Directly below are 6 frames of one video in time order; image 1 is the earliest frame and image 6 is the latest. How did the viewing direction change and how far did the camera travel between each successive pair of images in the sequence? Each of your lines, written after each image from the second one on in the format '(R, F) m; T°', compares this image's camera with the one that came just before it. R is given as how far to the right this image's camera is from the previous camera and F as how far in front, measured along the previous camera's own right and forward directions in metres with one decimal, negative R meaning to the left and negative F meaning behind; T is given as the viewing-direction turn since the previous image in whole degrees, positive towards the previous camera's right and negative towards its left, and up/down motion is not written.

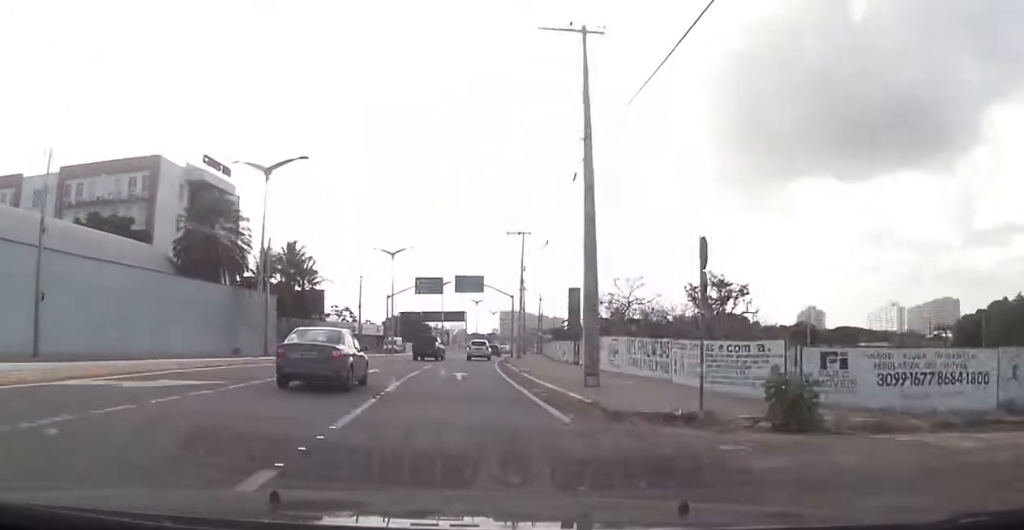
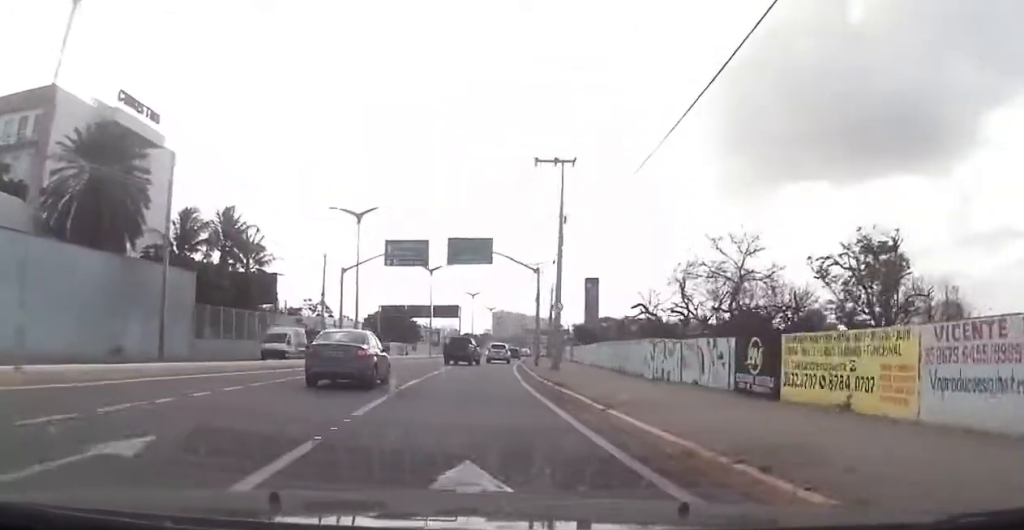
(-0.3, +22.0) m; -1°
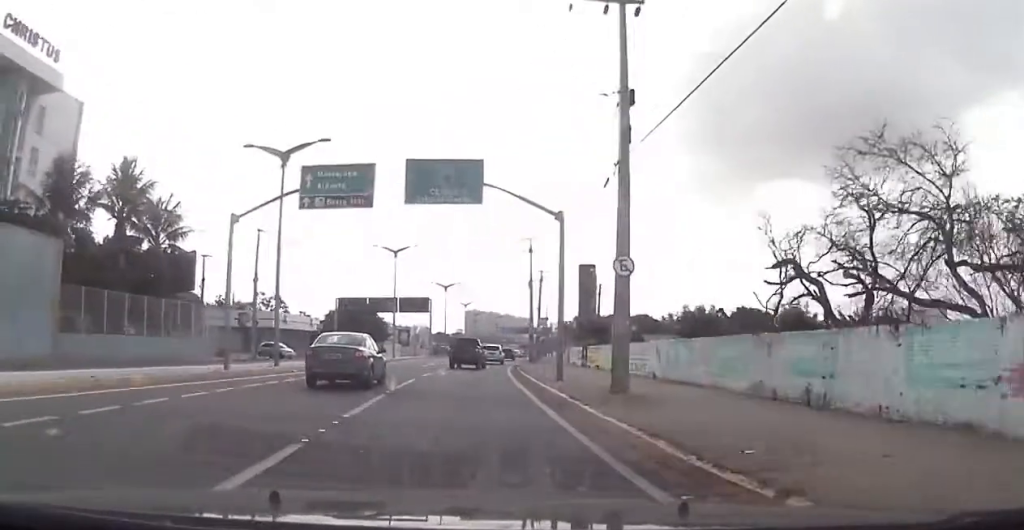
(+0.5, +15.9) m; +3°
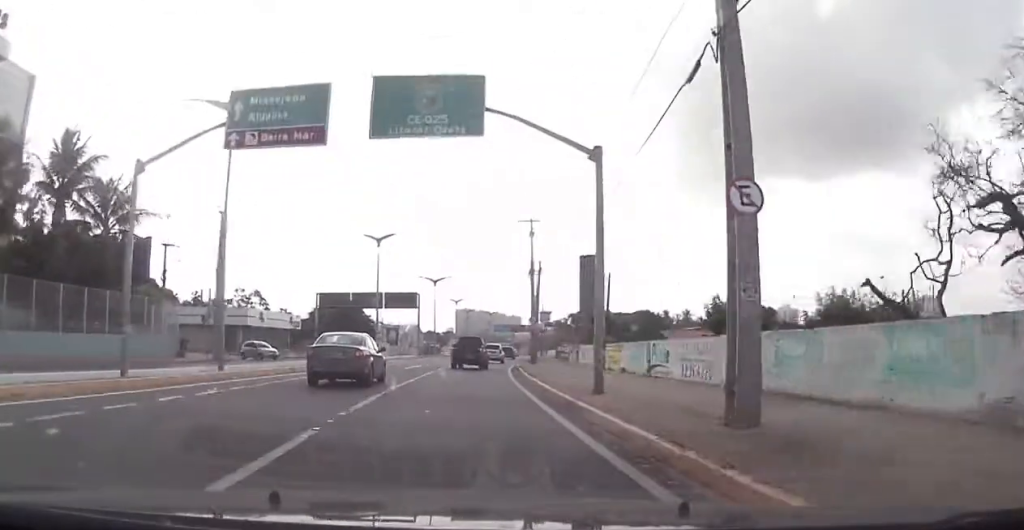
(0.0, +7.0) m; +1°
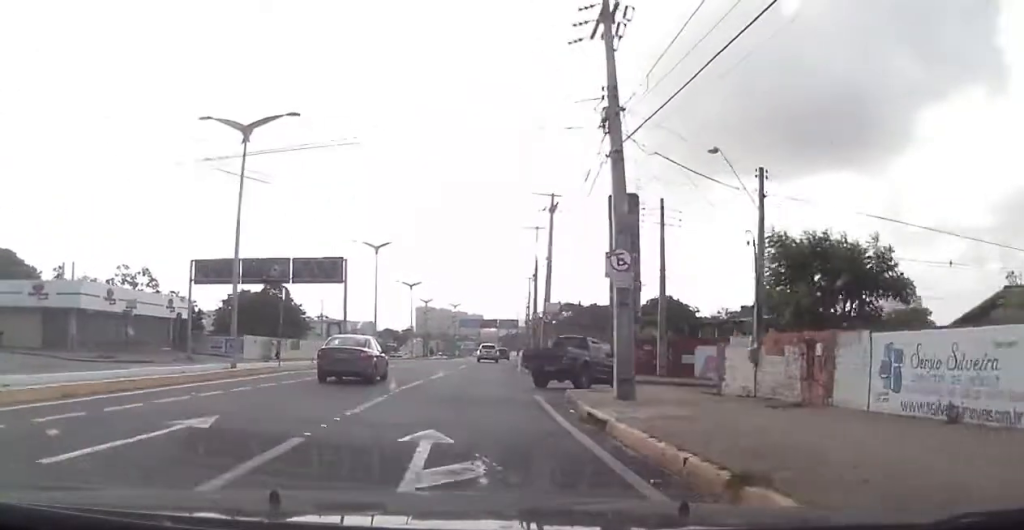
(+0.2, +31.5) m; +1°
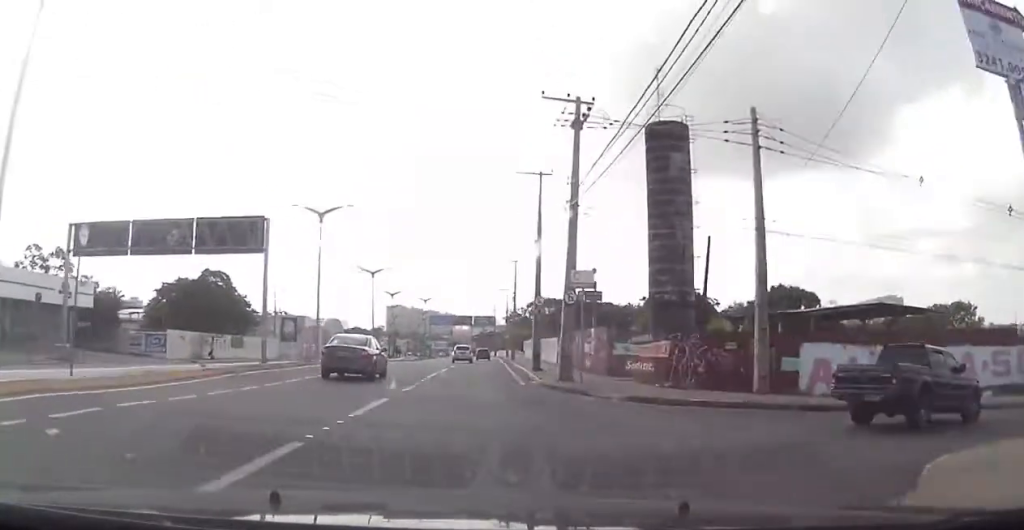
(+0.9, +15.5) m; +5°
